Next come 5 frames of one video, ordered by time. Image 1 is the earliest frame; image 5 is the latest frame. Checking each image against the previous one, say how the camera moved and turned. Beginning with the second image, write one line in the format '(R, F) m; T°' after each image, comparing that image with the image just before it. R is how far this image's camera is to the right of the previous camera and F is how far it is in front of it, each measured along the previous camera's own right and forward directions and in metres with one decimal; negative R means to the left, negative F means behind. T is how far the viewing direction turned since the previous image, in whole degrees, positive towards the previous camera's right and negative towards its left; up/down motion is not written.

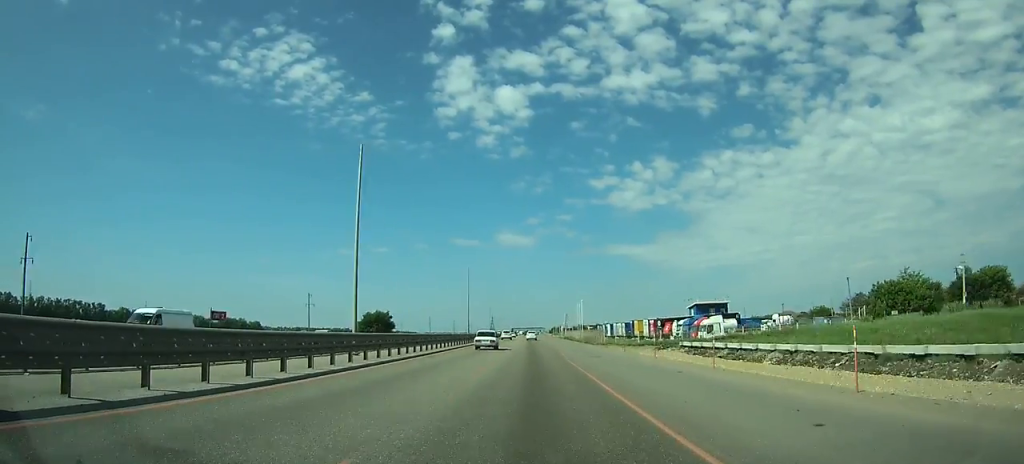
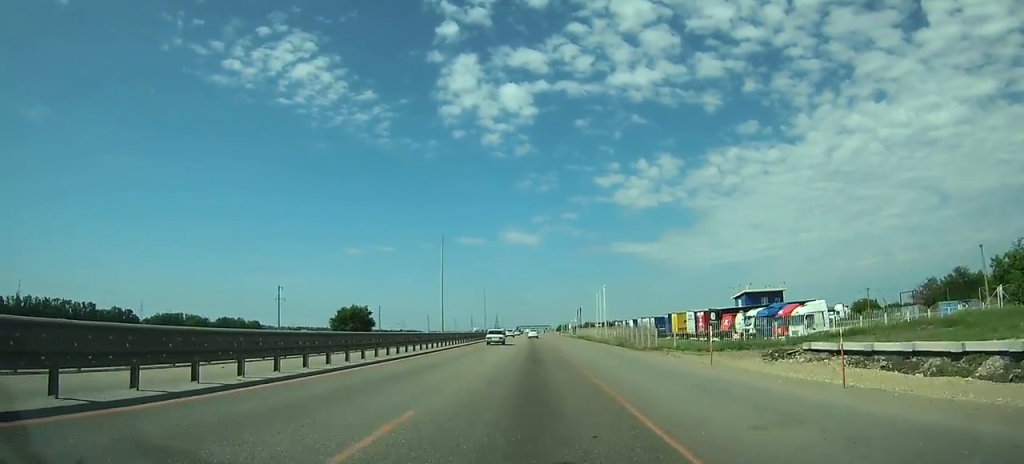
(-0.1, +25.7) m; 0°
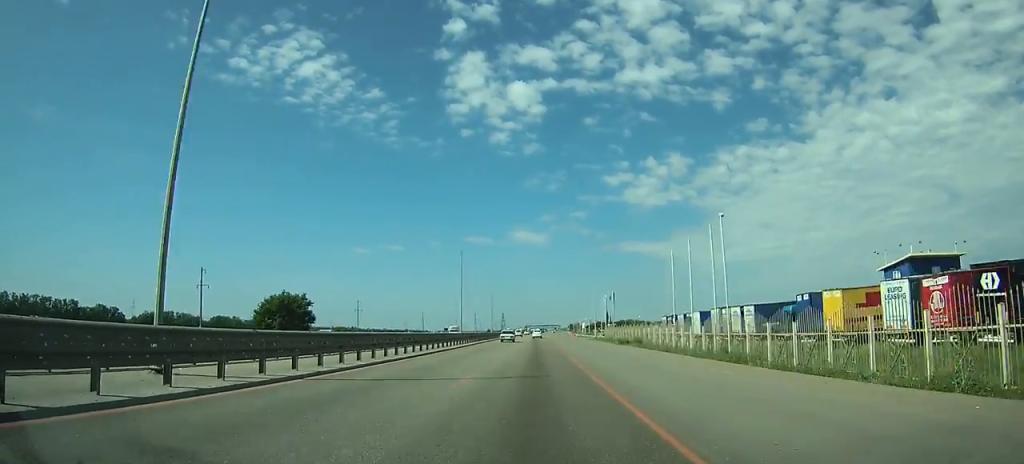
(-0.2, +42.1) m; -1°
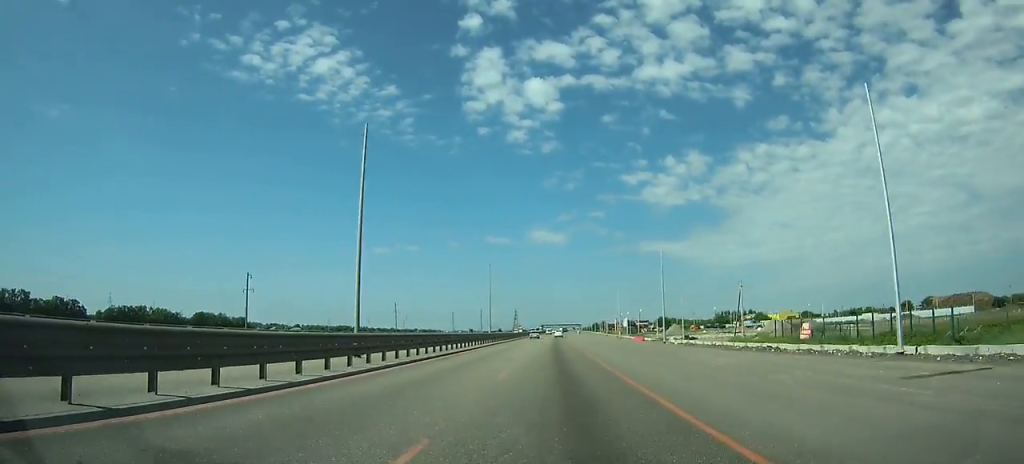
(-1.5, +100.0) m; -1°
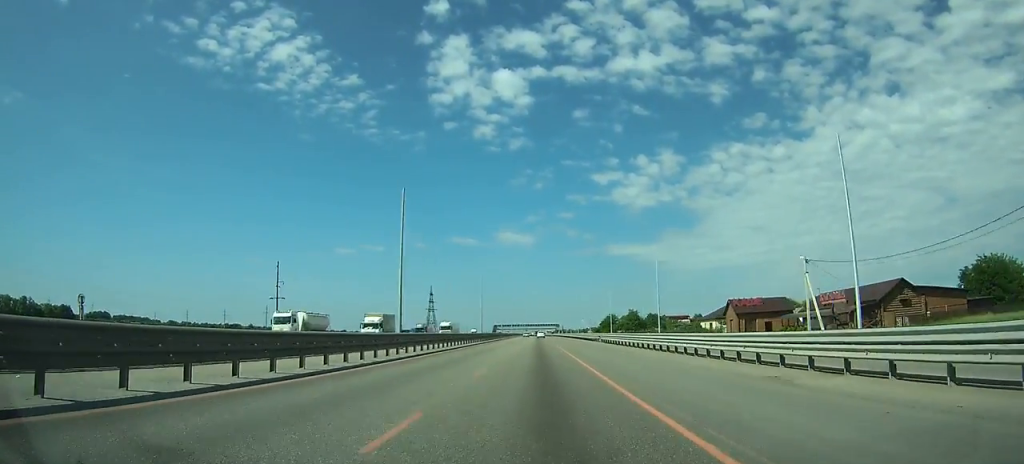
(+12.8, +313.9) m; +4°
